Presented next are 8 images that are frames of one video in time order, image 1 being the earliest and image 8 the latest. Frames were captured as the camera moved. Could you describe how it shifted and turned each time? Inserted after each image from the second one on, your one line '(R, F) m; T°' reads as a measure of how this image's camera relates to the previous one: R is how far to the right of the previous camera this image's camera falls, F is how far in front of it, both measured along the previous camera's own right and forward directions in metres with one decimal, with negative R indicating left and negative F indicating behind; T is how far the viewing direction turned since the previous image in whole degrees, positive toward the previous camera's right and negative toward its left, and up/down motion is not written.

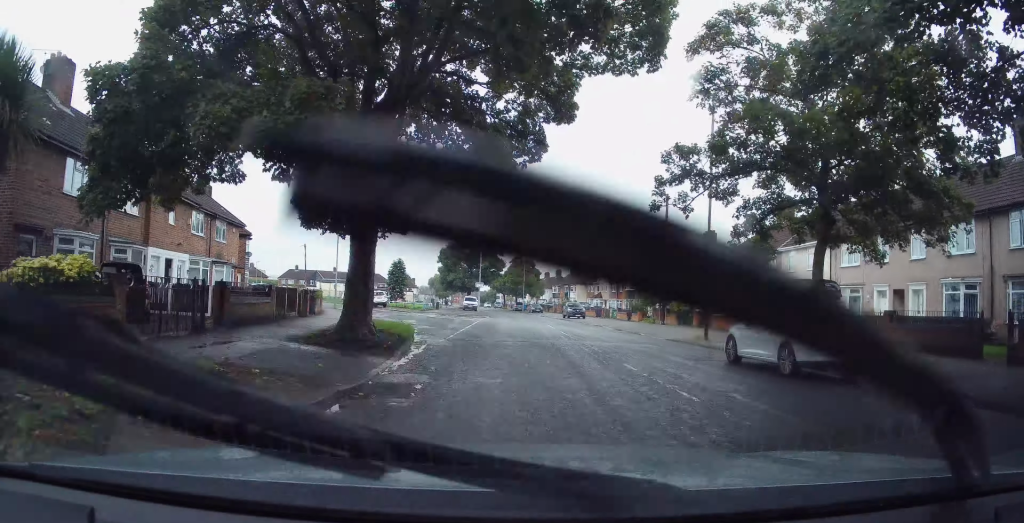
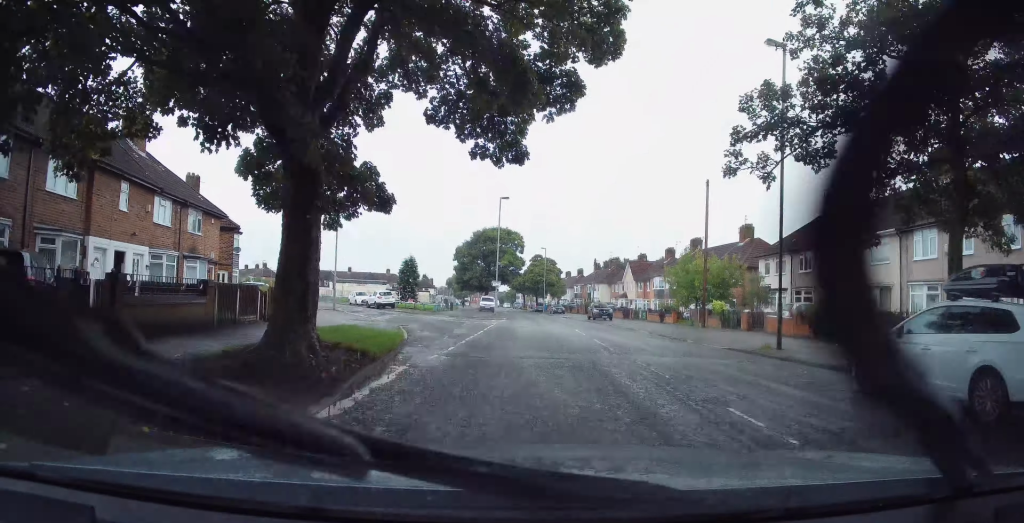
(-0.1, +4.5) m; -3°
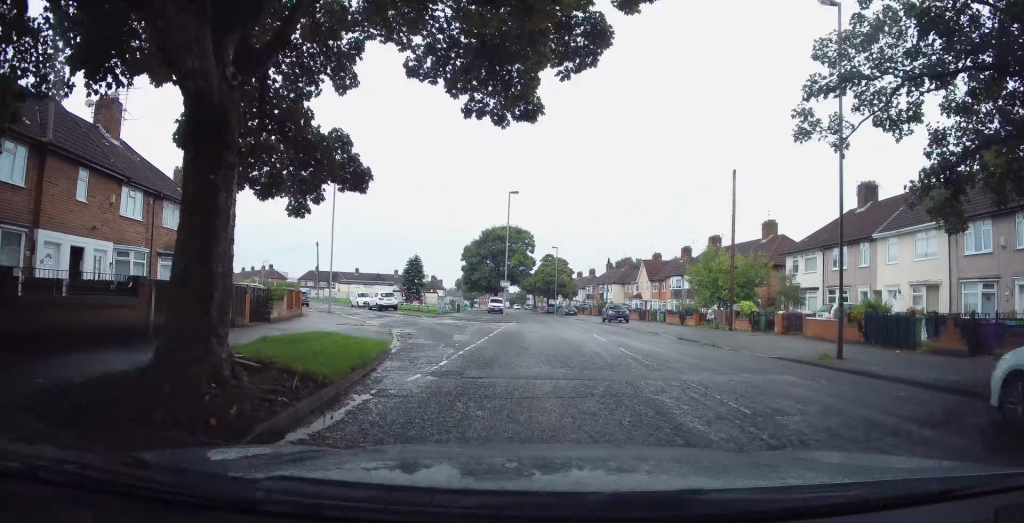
(-0.1, +2.8) m; -1°
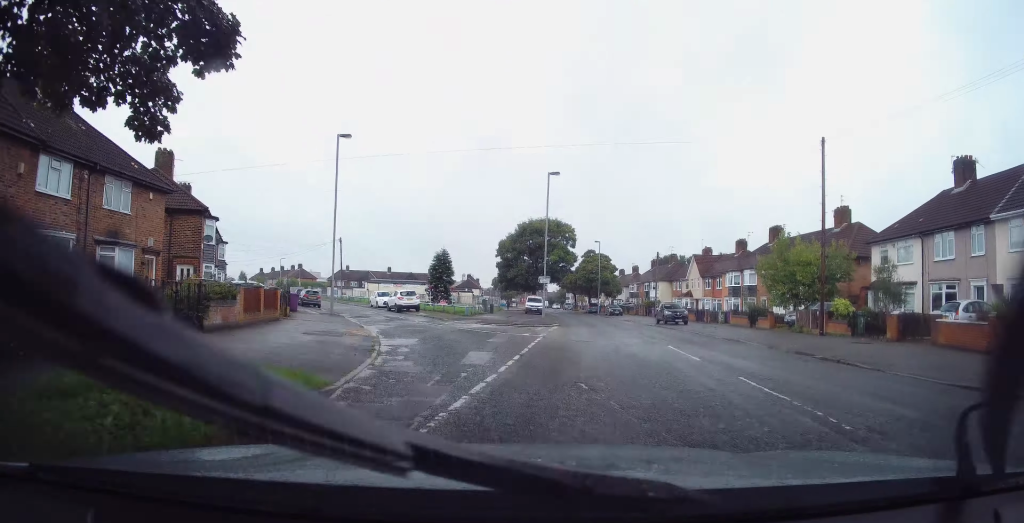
(-0.1, +5.9) m; -3°
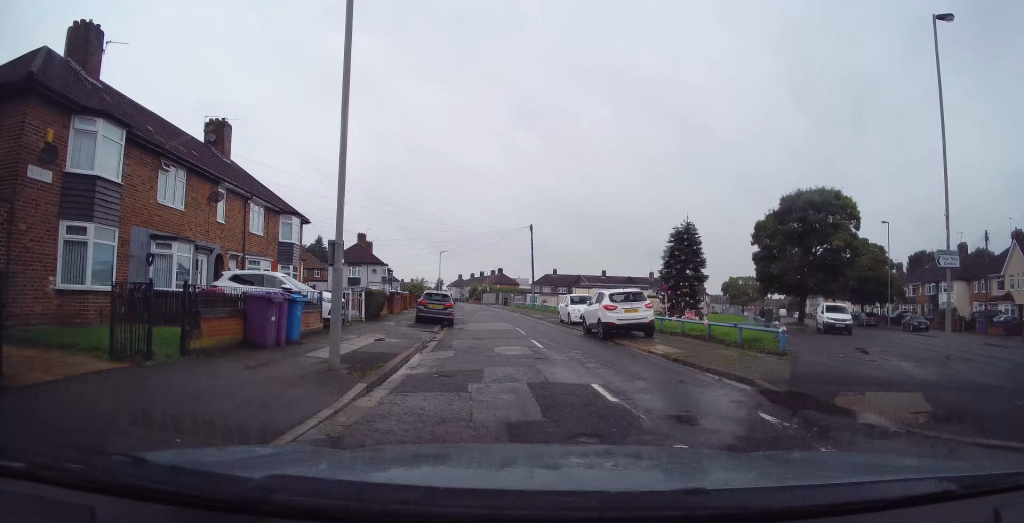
(-4.7, +20.9) m; -24°
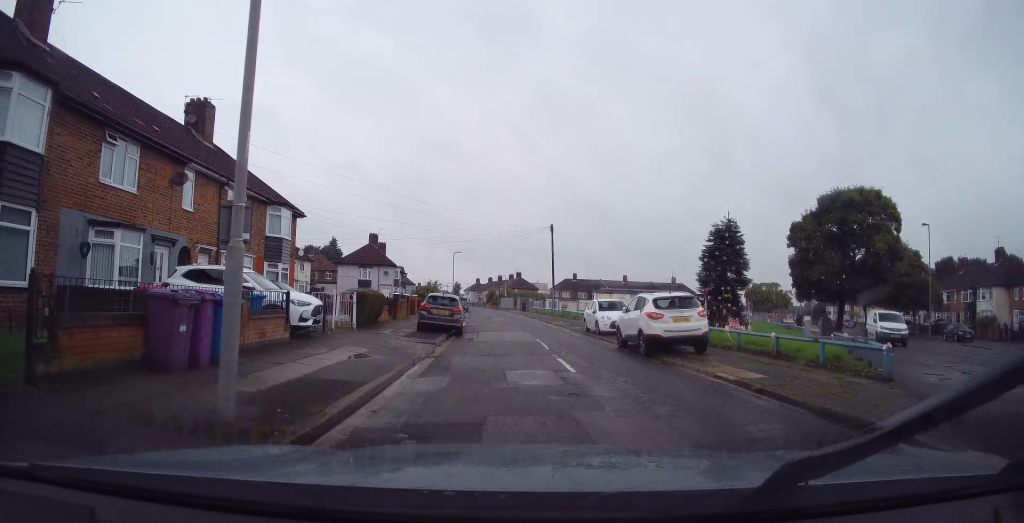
(-0.1, +3.6) m; -2°
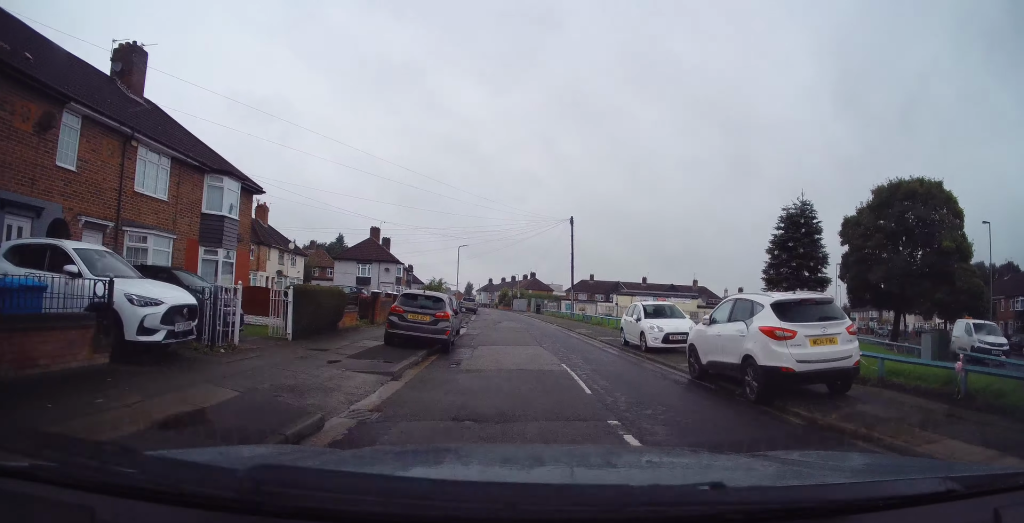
(0.0, +6.3) m; -2°
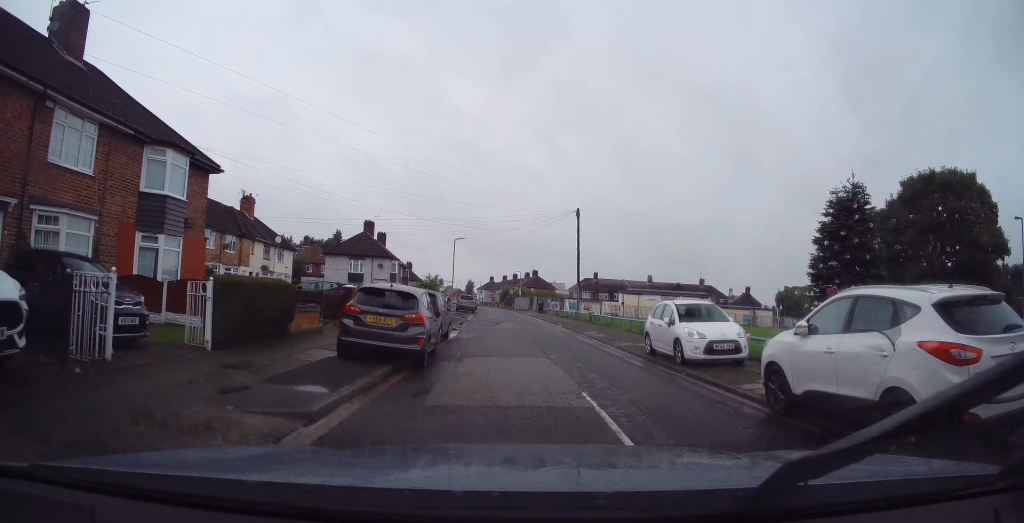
(-0.1, +3.5) m; -1°
